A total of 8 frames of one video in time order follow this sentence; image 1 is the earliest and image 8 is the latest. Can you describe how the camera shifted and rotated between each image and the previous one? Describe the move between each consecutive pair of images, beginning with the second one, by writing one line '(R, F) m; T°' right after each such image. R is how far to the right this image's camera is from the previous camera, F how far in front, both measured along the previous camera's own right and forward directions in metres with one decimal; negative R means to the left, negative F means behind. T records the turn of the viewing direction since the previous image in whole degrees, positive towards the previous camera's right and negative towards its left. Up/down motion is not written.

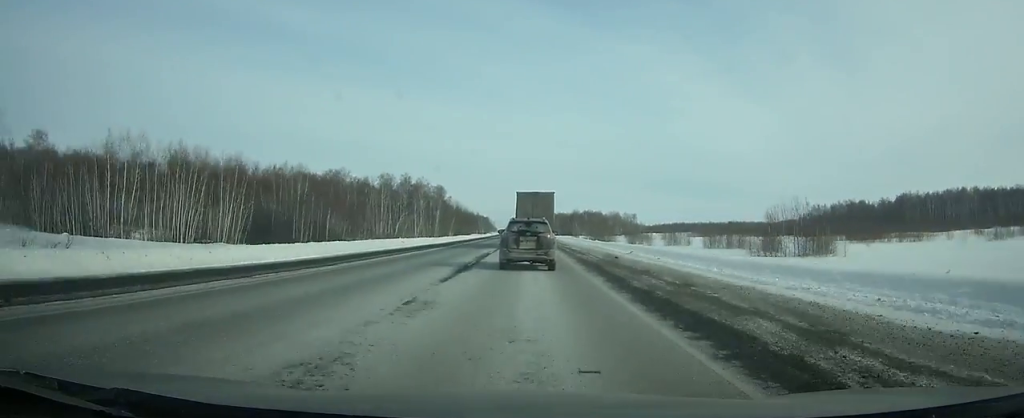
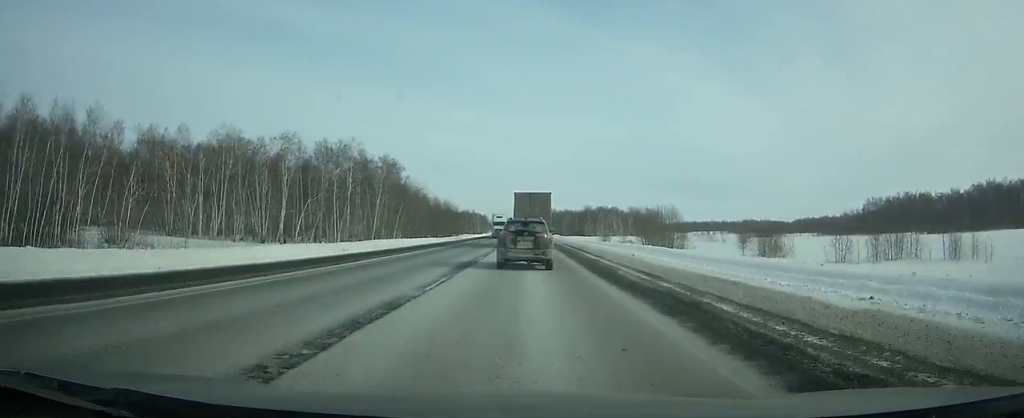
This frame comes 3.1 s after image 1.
(+0.1, +69.0) m; 0°
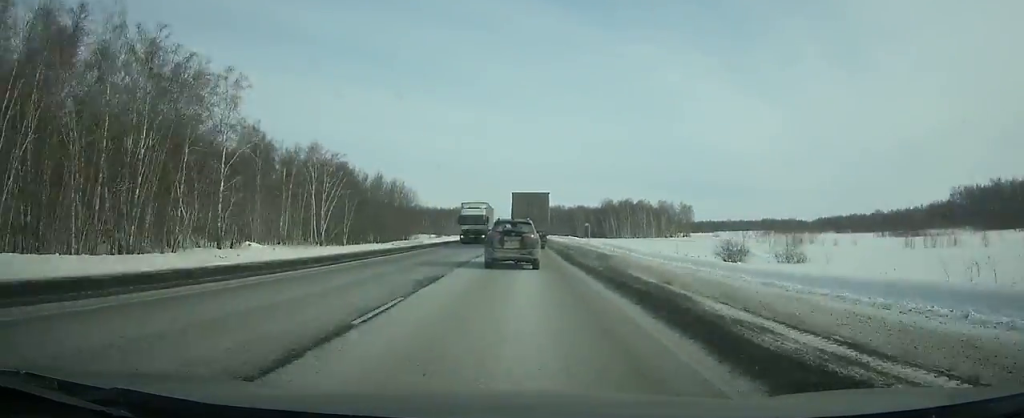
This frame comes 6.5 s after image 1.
(-0.4, +76.2) m; 0°
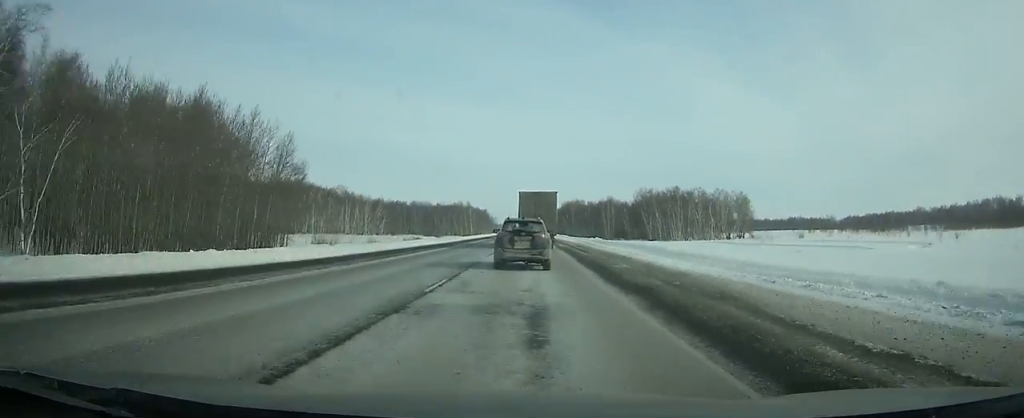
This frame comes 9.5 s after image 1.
(-0.1, +67.6) m; 0°
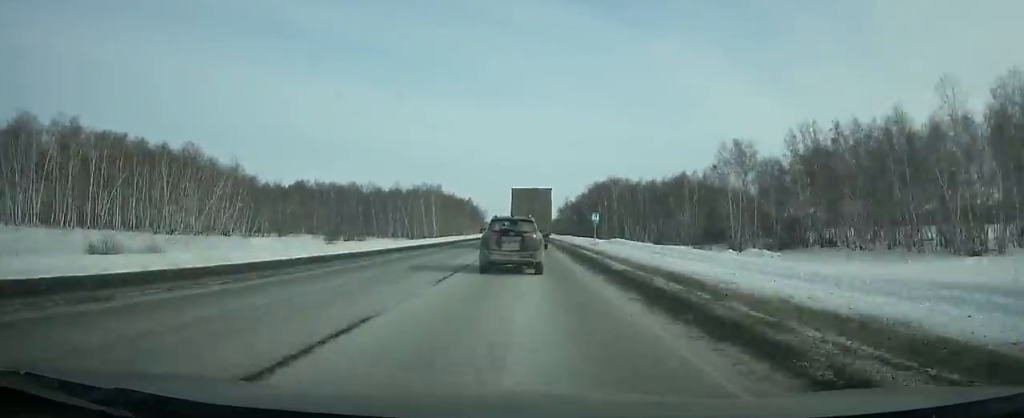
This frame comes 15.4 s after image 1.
(-0.9, +132.7) m; -1°
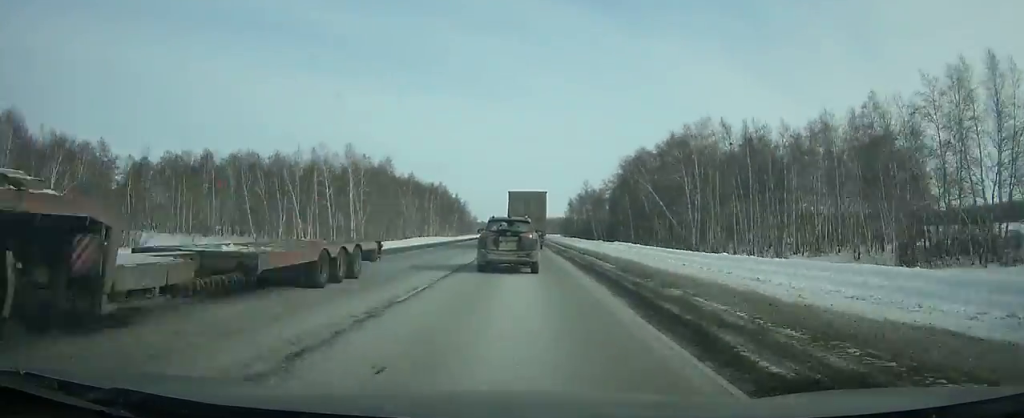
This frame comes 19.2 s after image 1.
(-0.3, +84.9) m; 0°
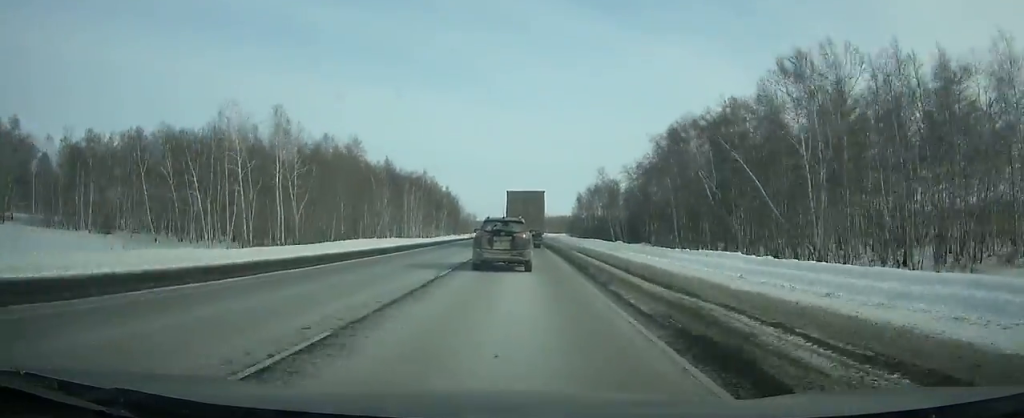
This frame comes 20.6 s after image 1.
(0.0, +31.3) m; 0°
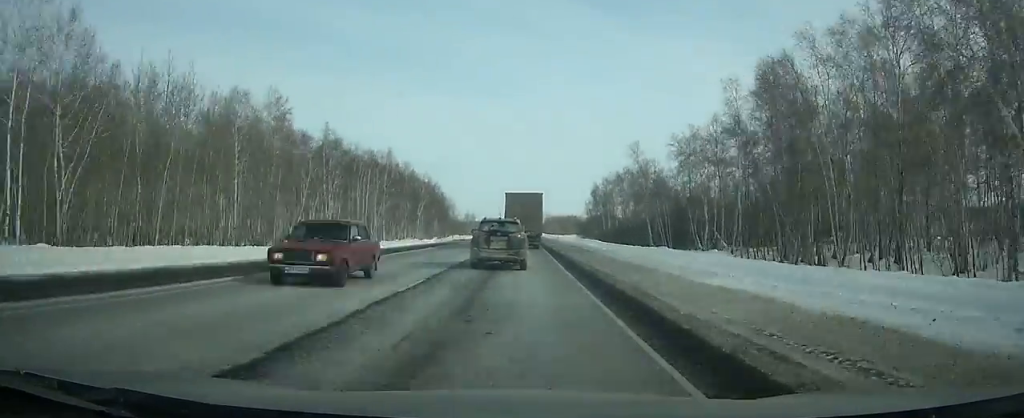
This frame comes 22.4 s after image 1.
(-0.1, +40.5) m; 0°
